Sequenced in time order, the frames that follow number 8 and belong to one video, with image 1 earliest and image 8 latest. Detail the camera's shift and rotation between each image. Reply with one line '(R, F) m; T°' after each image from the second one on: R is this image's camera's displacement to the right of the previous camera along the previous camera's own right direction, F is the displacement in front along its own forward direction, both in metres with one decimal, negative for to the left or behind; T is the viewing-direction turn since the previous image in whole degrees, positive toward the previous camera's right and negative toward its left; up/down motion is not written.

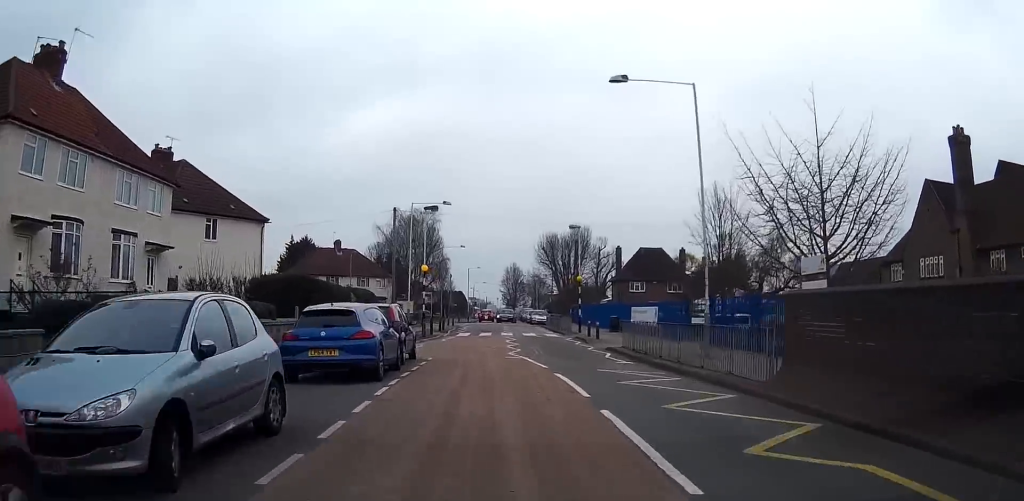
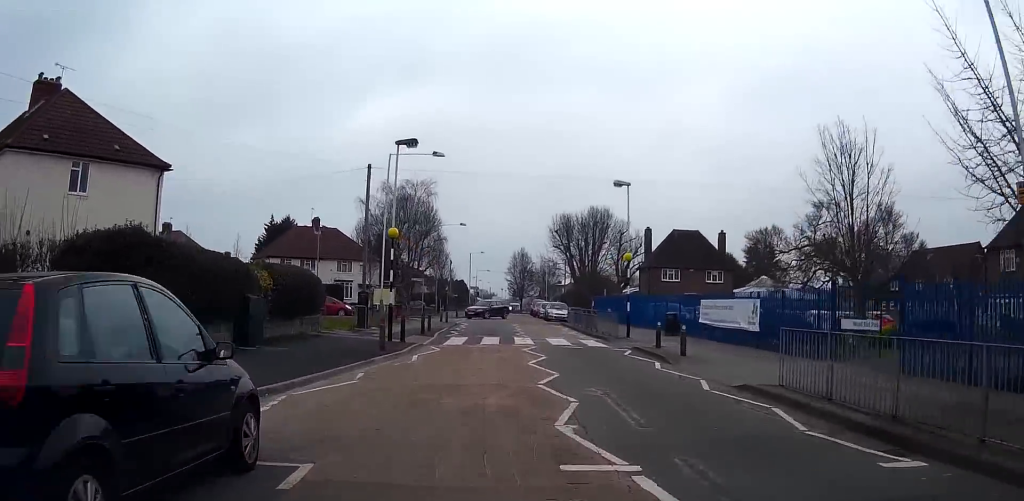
(+0.1, +14.7) m; 0°
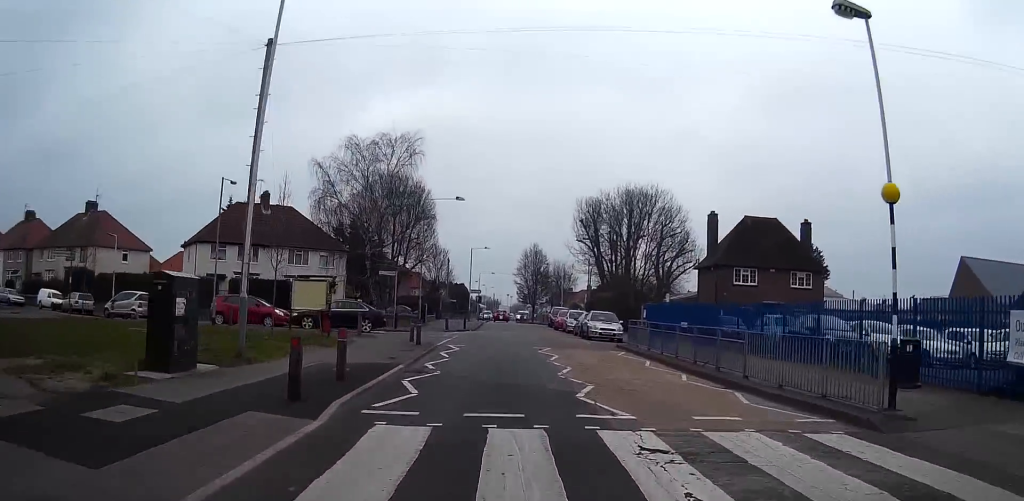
(-0.1, +20.9) m; 0°
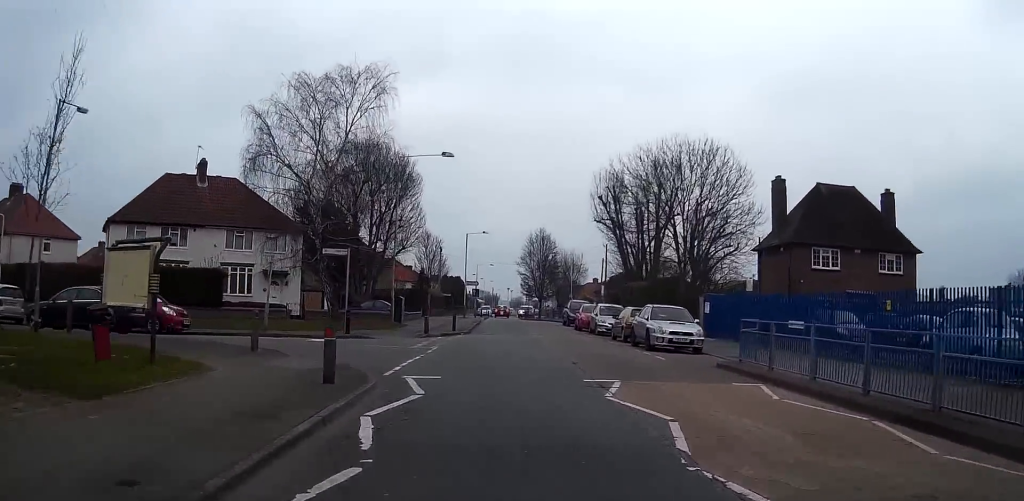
(0.0, +13.6) m; +1°
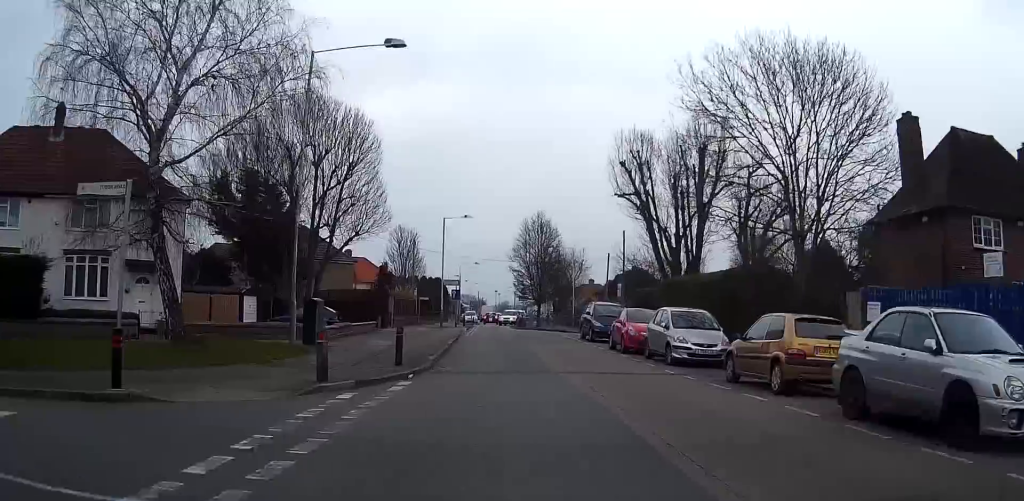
(+0.3, +16.4) m; +1°
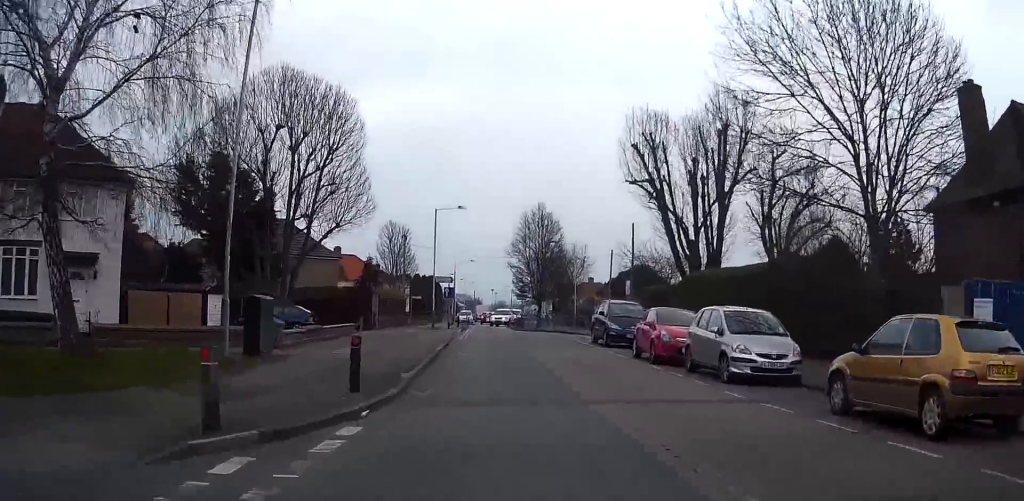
(0.0, +4.9) m; 0°
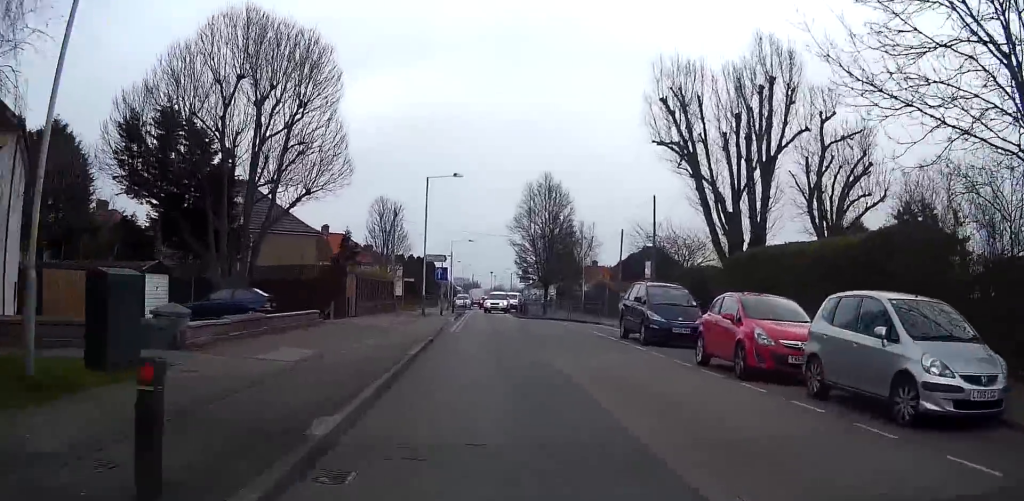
(0.0, +7.0) m; -1°
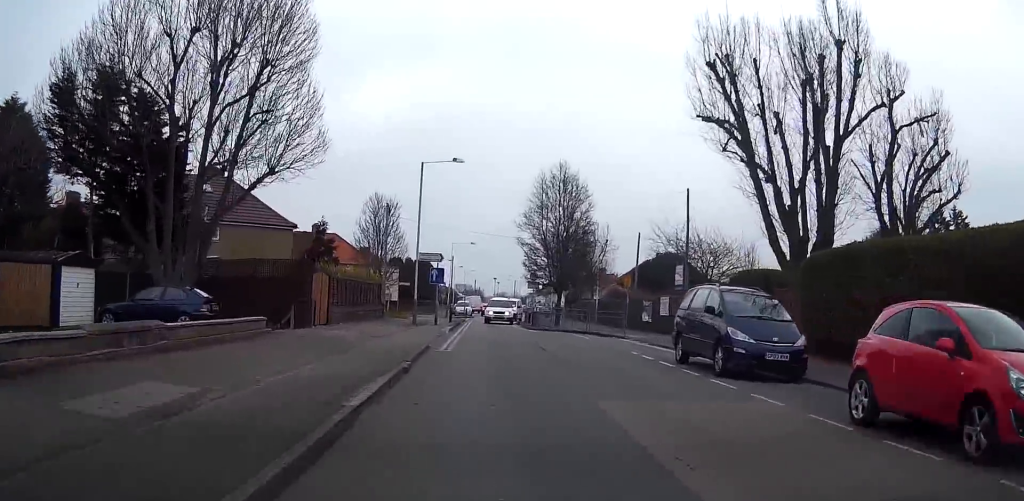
(-0.1, +6.8) m; 0°
